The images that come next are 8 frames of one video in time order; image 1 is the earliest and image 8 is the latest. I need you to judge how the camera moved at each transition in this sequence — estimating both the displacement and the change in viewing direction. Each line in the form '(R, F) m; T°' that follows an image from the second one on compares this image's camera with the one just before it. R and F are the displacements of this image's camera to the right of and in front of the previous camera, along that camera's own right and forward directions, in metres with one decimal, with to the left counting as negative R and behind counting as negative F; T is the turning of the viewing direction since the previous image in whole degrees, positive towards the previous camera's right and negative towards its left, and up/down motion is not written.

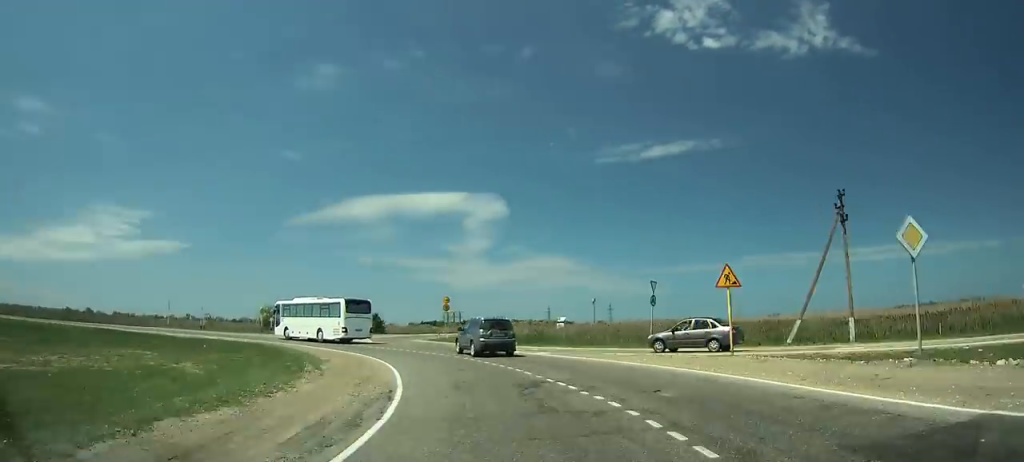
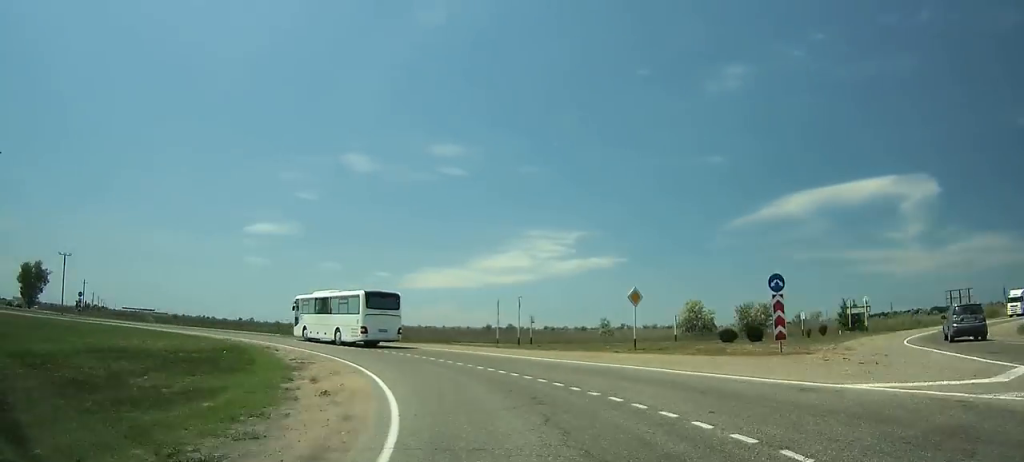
(-20.5, +36.0) m; -51°
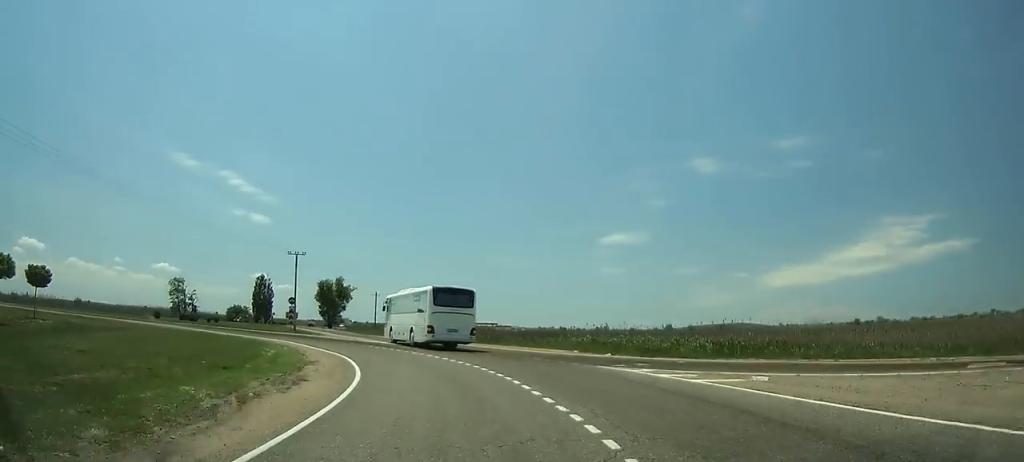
(-8.8, +30.1) m; -27°
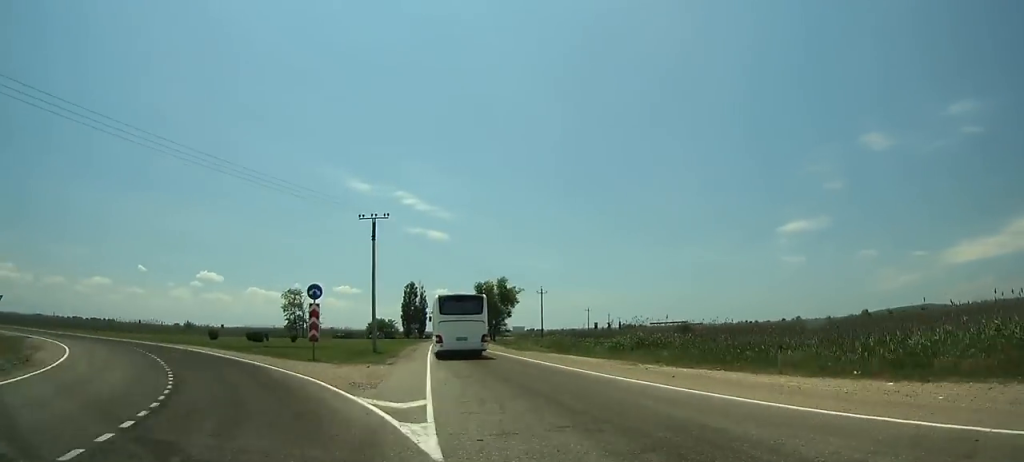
(-6.9, +30.8) m; -16°
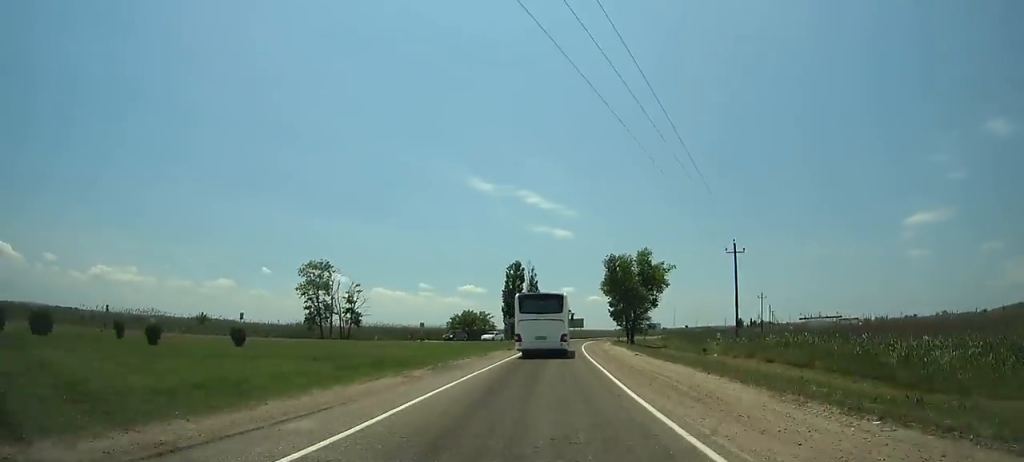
(-6.2, +42.8) m; -7°
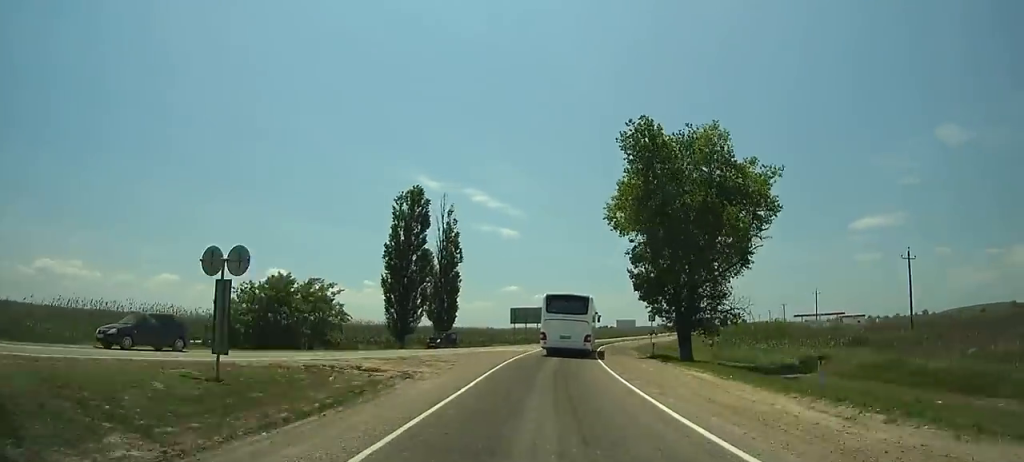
(+1.9, +57.9) m; +4°
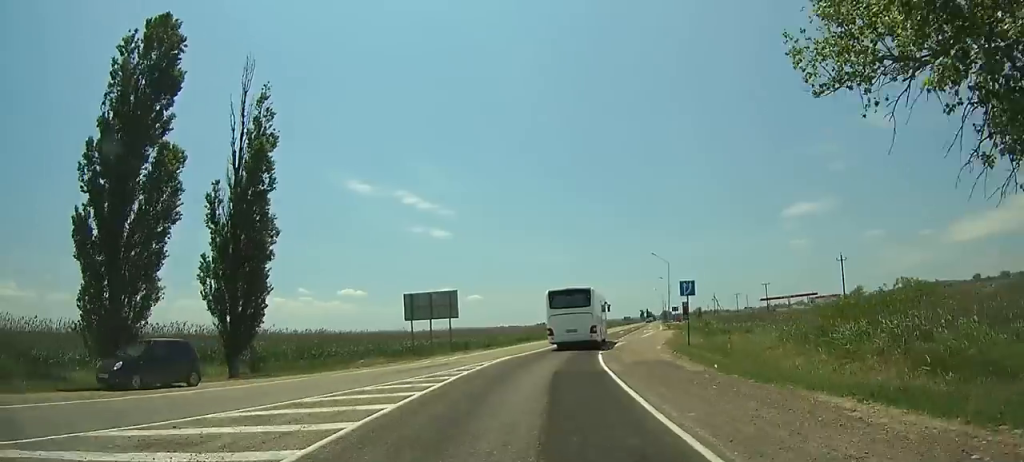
(+0.1, +33.7) m; 0°
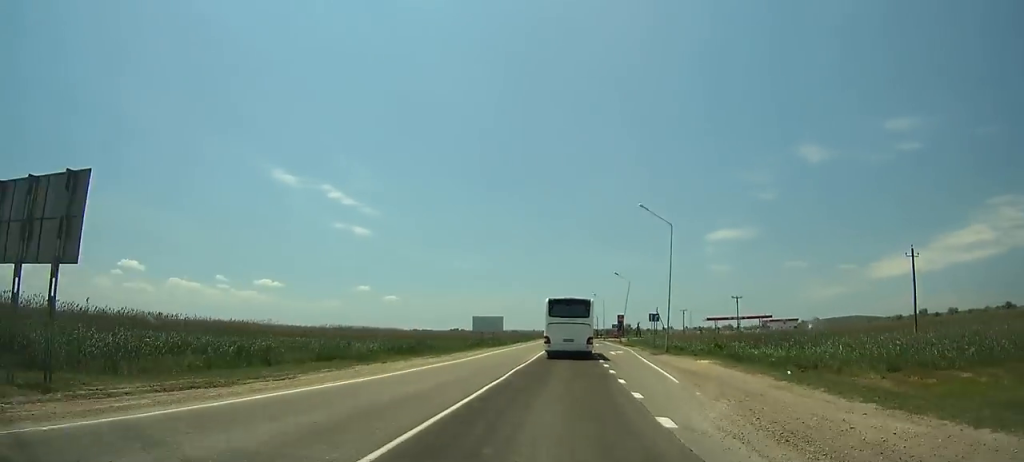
(0.0, +34.5) m; +2°
